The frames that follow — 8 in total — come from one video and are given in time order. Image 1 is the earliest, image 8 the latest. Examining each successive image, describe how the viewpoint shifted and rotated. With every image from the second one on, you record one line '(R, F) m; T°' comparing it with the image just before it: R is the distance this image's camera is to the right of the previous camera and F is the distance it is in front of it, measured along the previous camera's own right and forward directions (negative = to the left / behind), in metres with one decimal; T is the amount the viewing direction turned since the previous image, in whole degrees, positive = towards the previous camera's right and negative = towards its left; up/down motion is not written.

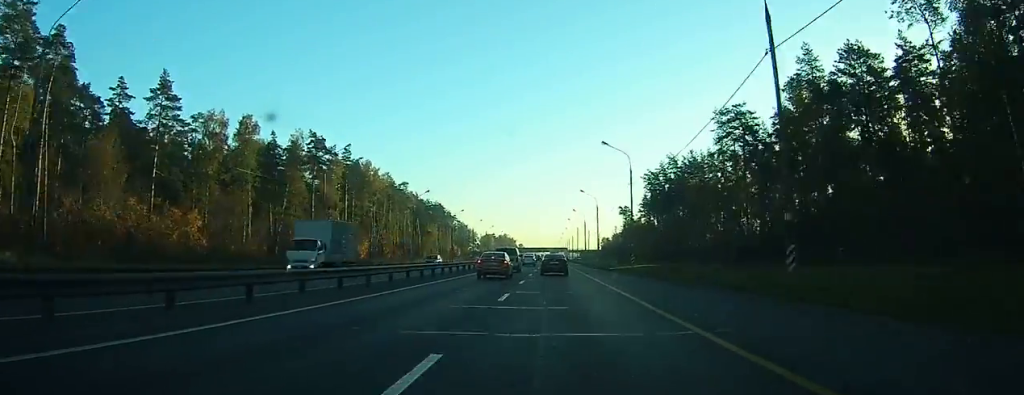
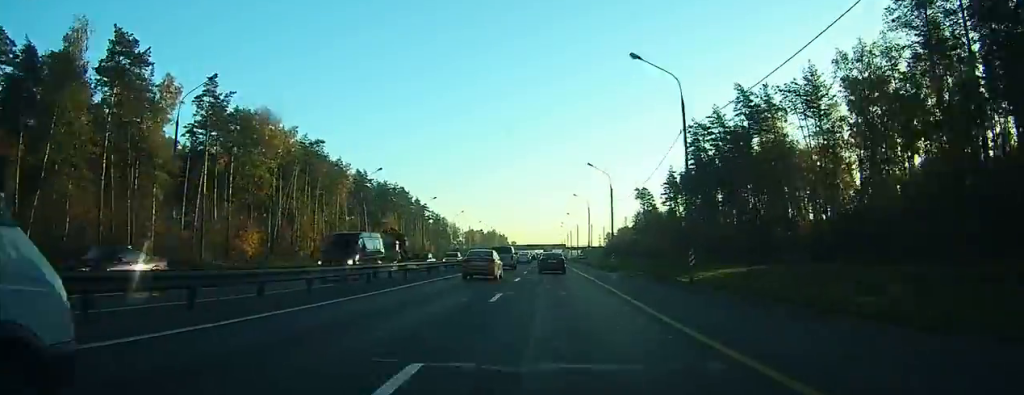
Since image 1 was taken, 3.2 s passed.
(+0.4, +61.5) m; 0°
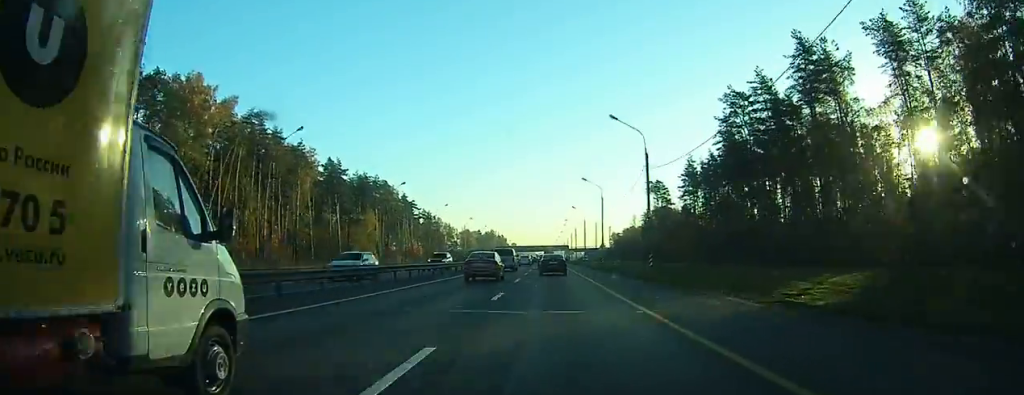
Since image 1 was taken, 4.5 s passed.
(+0.1, +23.7) m; 0°
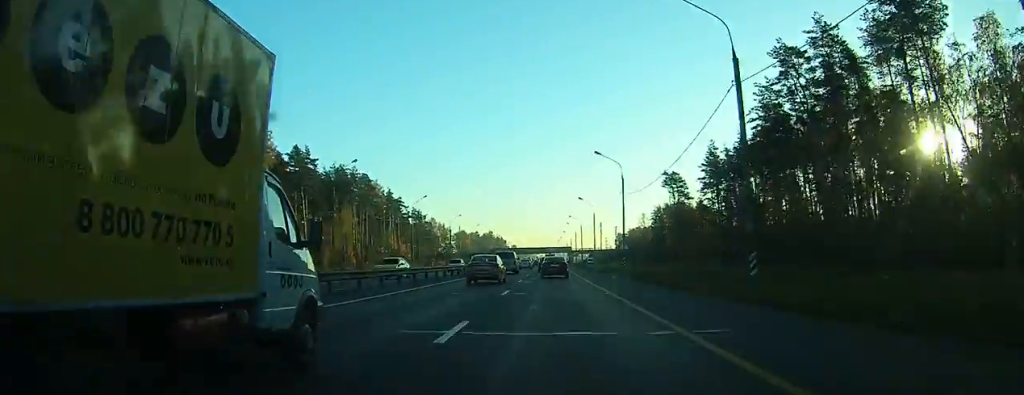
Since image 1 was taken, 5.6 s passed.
(-0.1, +20.3) m; -1°
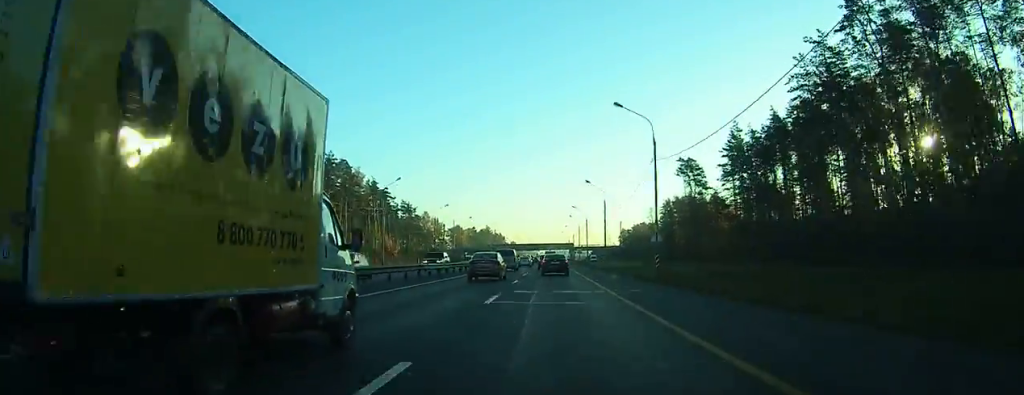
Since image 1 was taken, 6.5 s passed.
(-0.1, +16.1) m; 0°
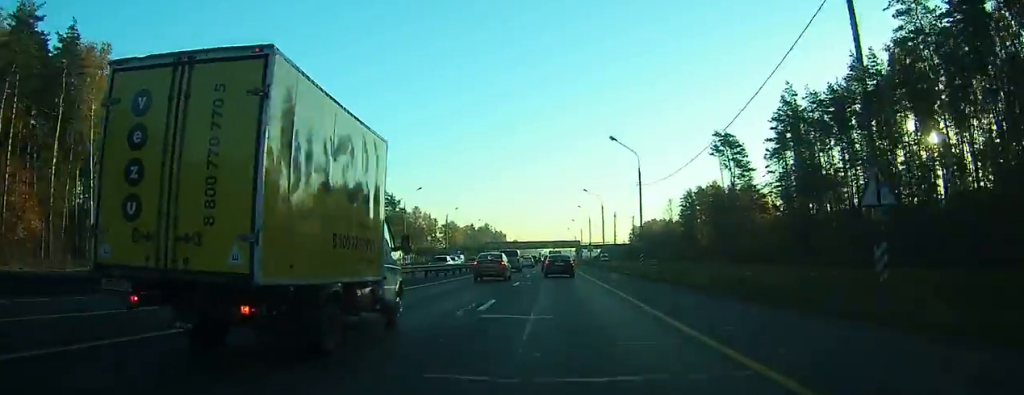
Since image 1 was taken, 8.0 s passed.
(-0.2, +24.2) m; 0°
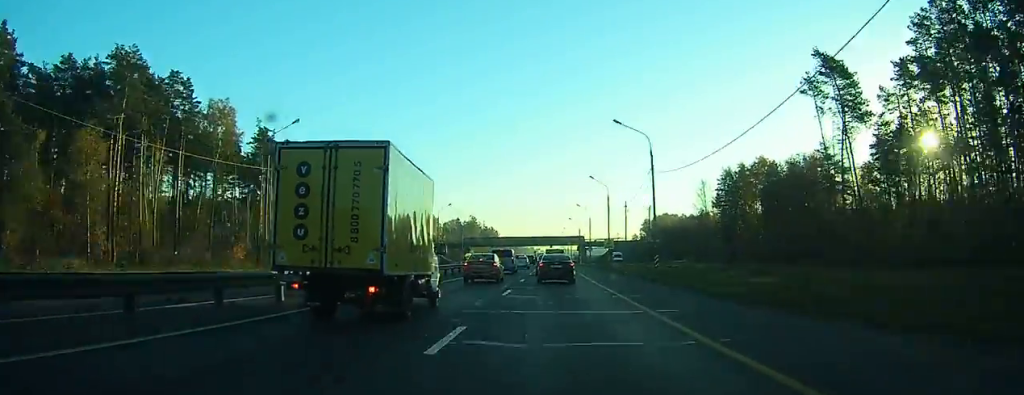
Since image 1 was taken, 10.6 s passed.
(+0.3, +38.9) m; +1°
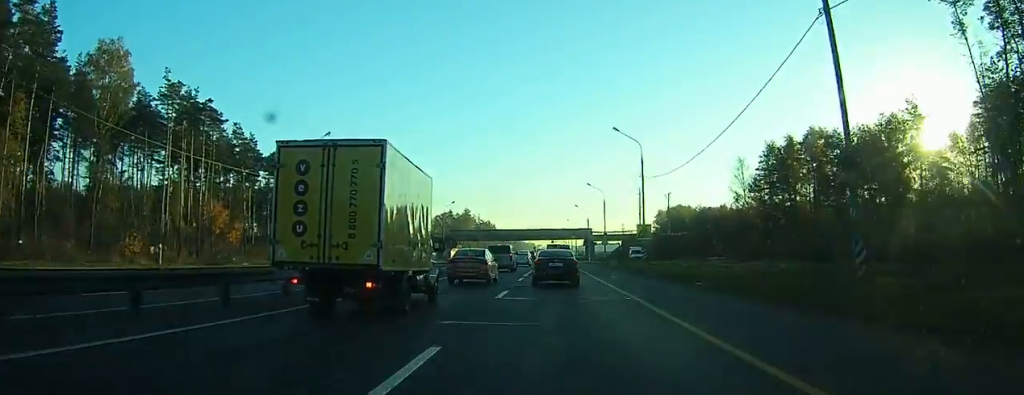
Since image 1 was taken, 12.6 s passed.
(+0.1, +28.1) m; +1°
